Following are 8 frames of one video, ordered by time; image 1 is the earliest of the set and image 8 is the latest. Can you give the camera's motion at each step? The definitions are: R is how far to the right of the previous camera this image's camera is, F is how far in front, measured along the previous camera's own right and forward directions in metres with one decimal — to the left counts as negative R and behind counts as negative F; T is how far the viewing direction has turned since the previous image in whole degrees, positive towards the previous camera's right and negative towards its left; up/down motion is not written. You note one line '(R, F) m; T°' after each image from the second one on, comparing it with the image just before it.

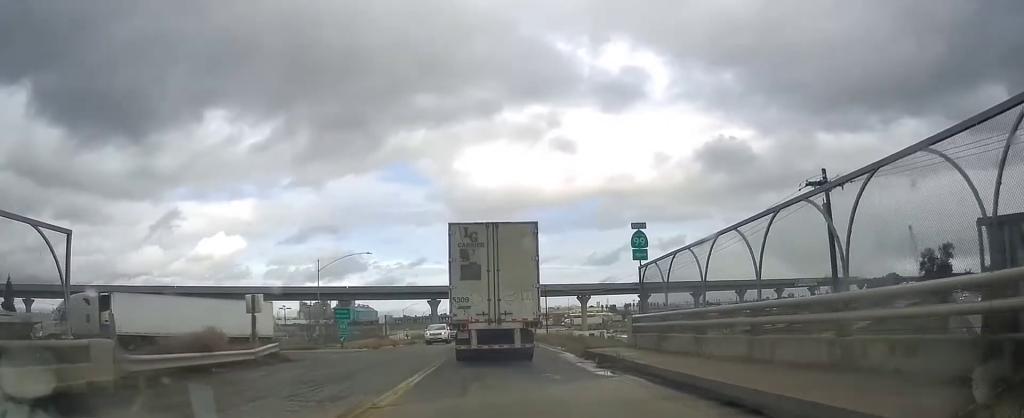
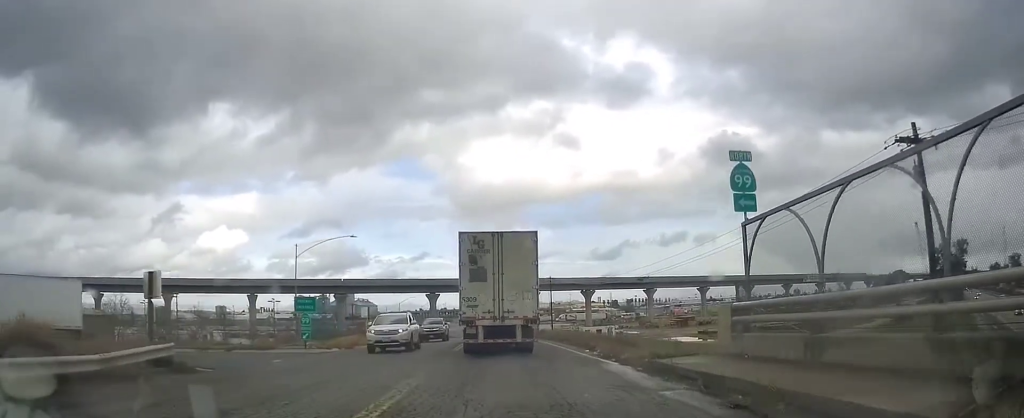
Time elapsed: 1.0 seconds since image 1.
(-0.3, +8.2) m; -2°
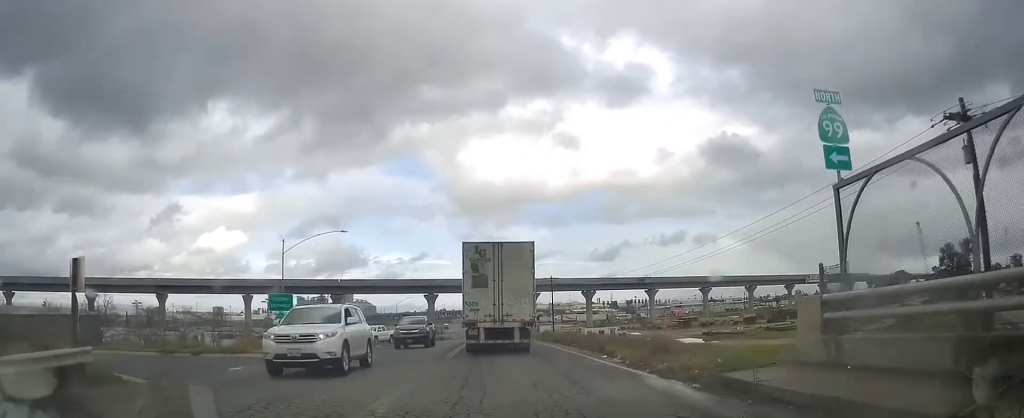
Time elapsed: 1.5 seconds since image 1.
(-0.1, +4.2) m; +1°
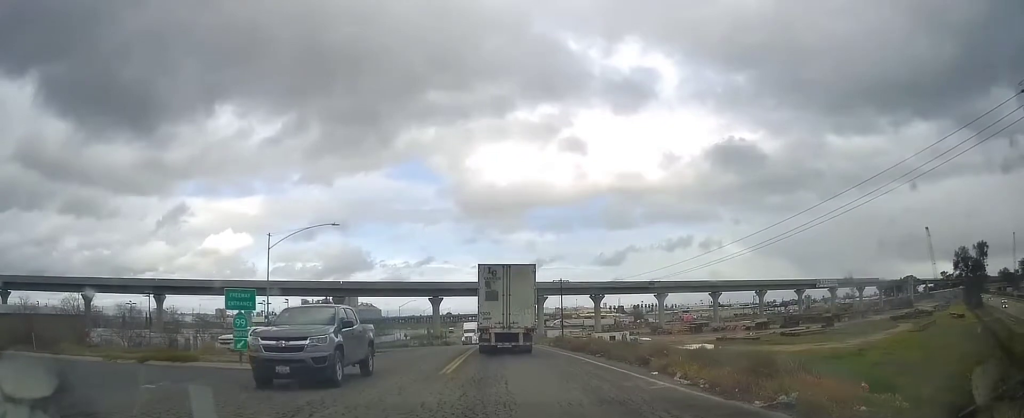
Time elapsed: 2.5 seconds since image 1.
(+0.5, +6.6) m; +6°
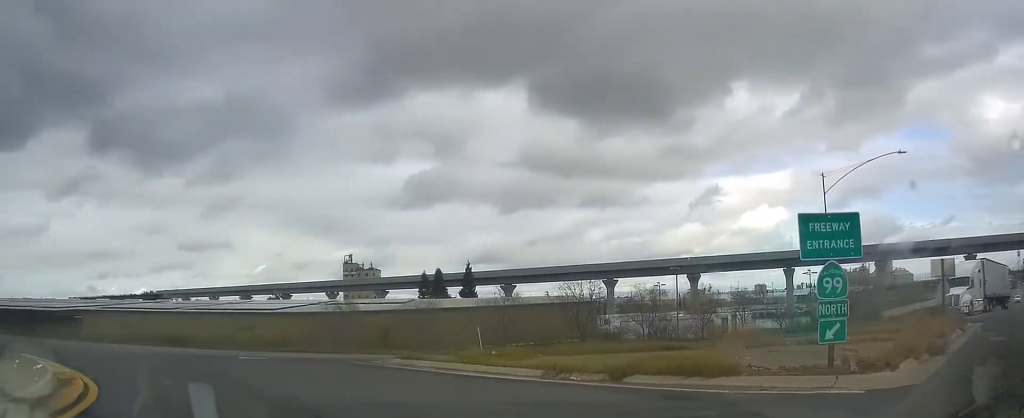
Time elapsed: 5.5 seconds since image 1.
(-3.8, +10.9) m; -48°
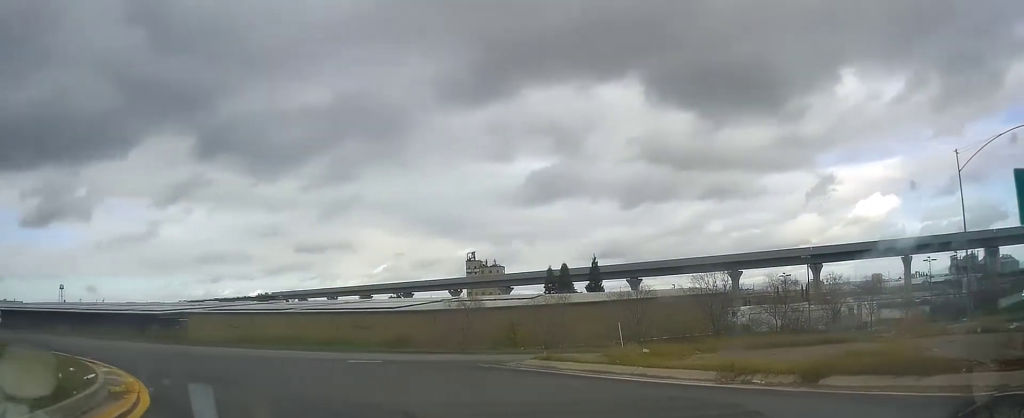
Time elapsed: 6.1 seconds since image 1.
(0.0, +2.4) m; -9°
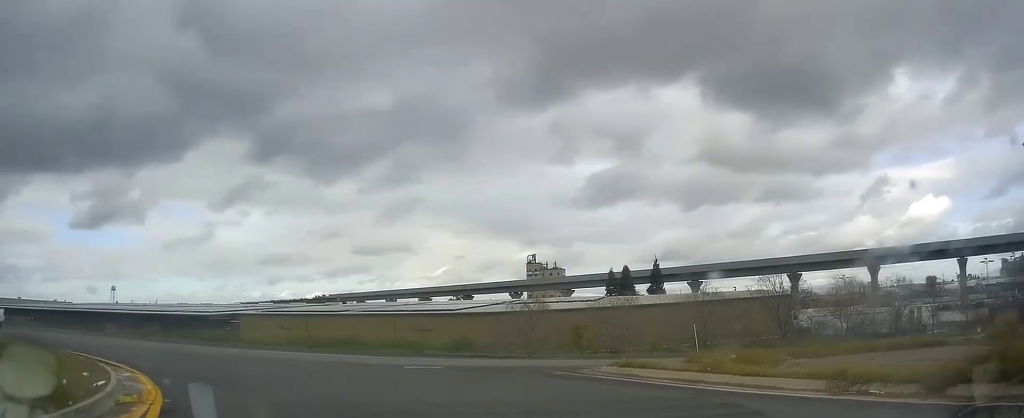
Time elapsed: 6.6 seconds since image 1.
(-0.1, +1.6) m; -8°
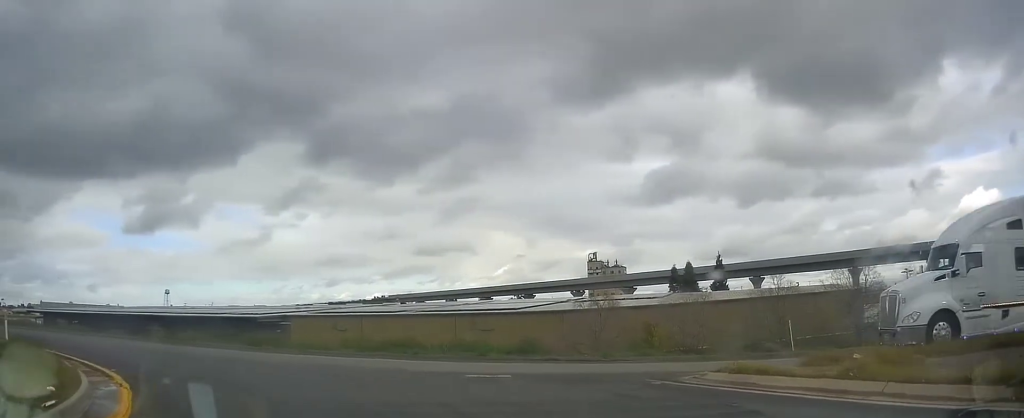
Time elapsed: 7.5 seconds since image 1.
(-0.7, +3.2) m; -19°
